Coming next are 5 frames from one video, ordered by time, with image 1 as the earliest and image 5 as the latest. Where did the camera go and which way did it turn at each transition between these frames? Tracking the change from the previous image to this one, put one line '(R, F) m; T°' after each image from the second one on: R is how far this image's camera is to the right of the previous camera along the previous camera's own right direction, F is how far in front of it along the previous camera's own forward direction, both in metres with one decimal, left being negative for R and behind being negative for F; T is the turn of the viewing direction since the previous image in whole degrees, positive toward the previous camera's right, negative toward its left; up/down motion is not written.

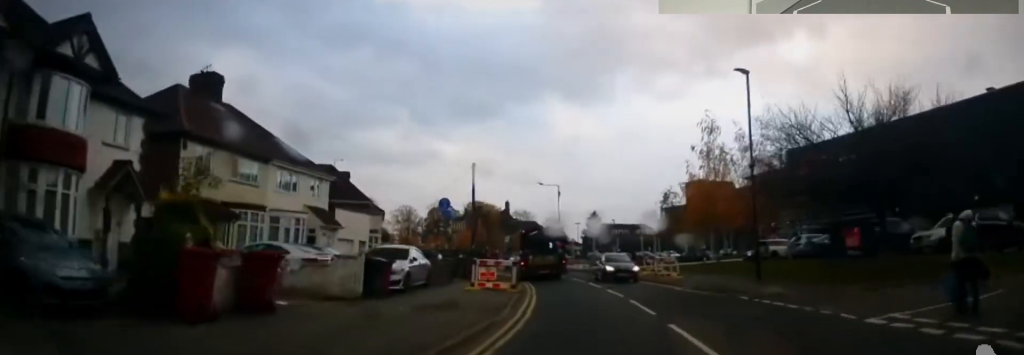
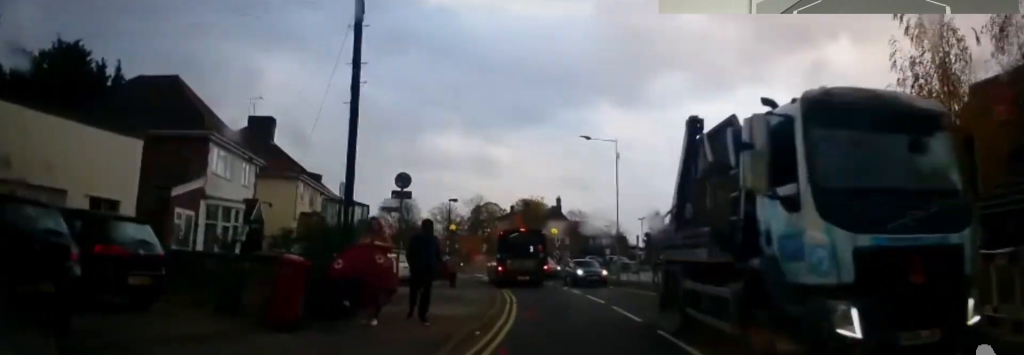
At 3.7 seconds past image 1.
(-0.2, +22.7) m; -5°
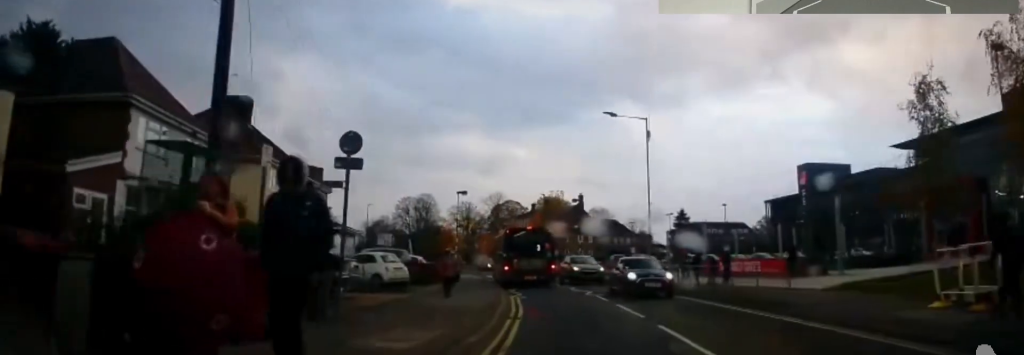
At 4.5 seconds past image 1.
(-0.2, +4.7) m; -3°
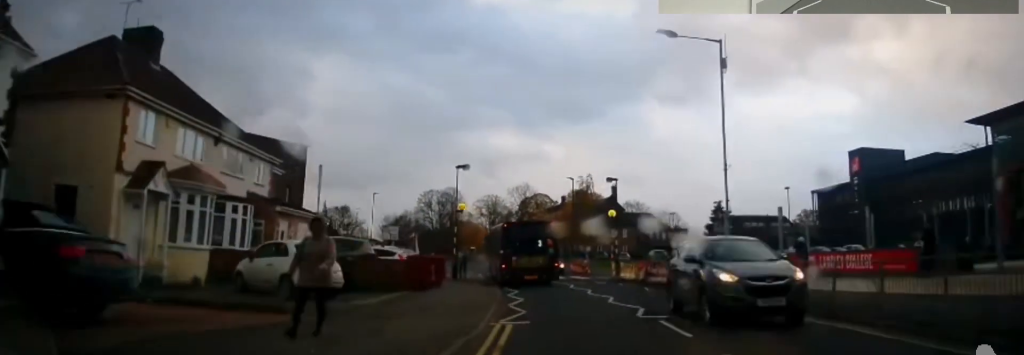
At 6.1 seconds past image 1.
(-0.2, +8.1) m; -1°
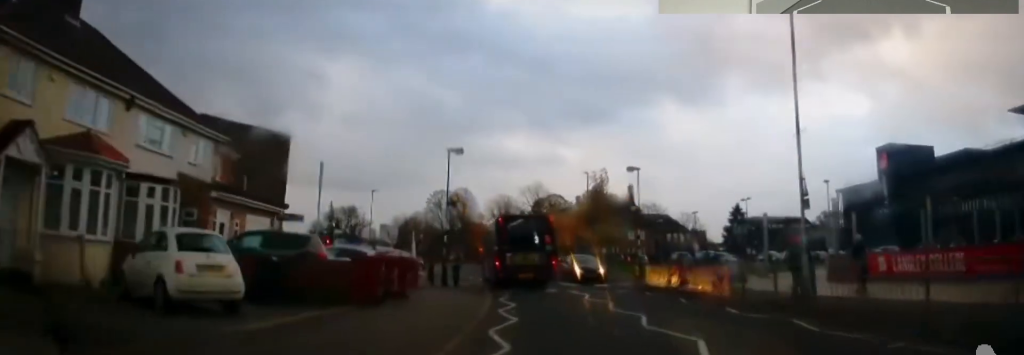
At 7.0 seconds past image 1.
(+0.1, +3.9) m; 0°
